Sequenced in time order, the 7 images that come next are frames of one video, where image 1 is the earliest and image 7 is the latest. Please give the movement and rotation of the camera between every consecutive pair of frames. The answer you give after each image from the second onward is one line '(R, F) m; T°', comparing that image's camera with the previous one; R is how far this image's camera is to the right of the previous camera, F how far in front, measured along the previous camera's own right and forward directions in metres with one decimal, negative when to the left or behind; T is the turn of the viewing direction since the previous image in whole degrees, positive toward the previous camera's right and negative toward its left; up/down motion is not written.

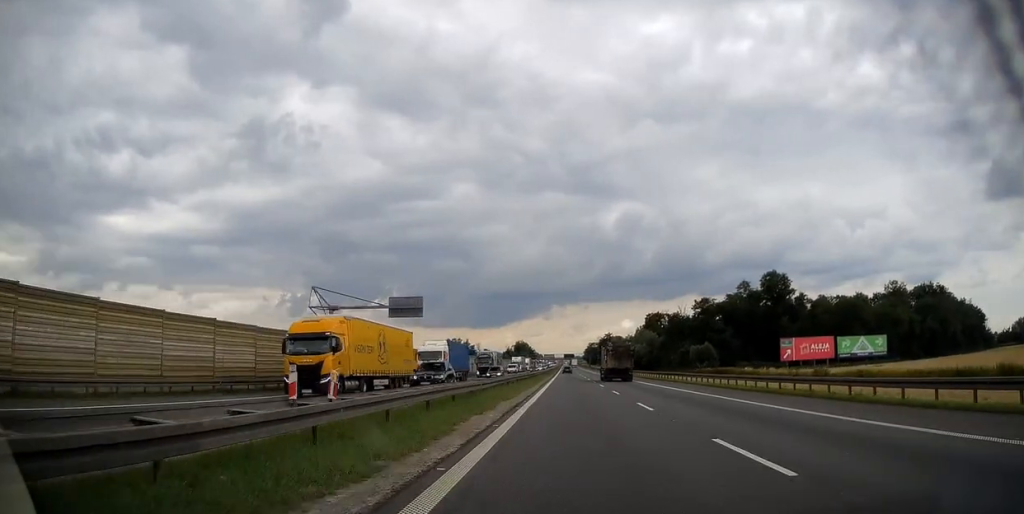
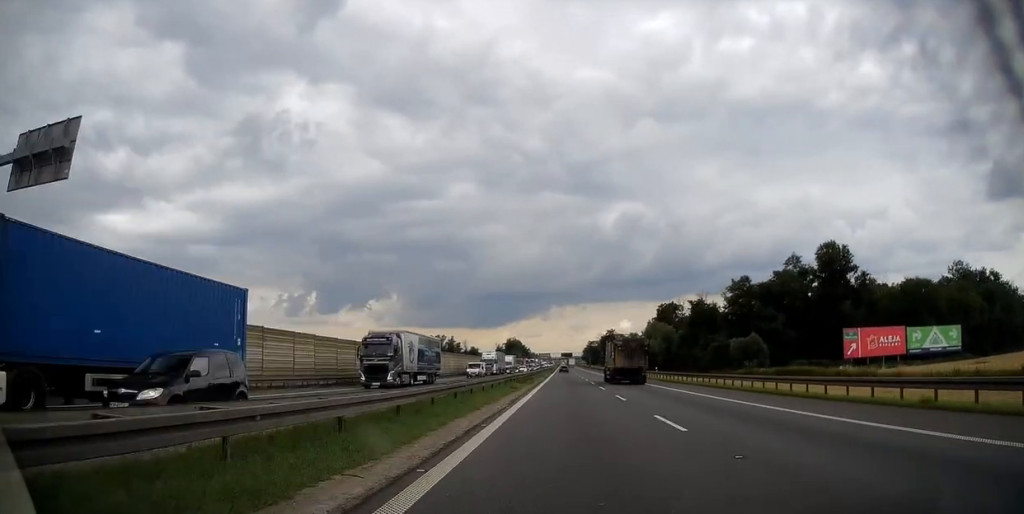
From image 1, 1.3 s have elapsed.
(+0.2, +42.3) m; 0°
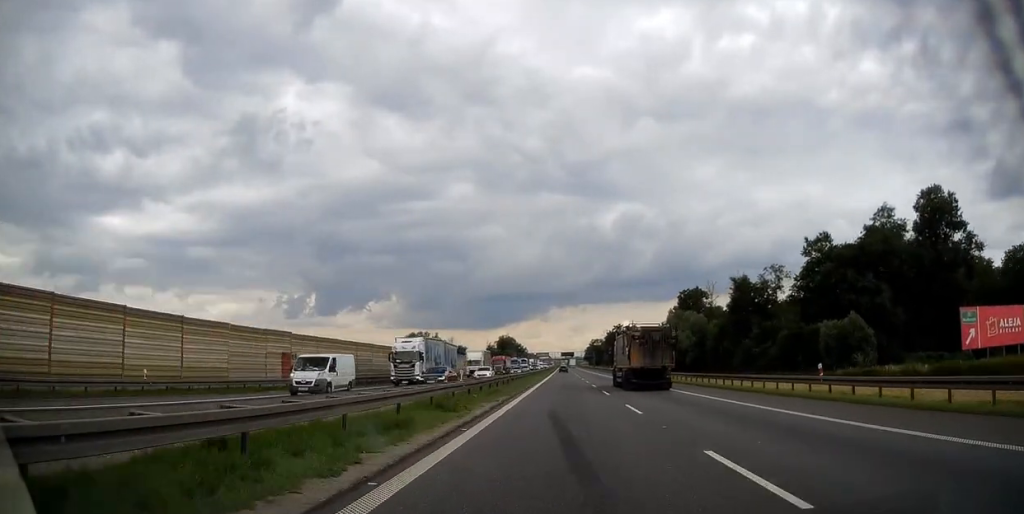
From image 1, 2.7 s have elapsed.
(-0.1, +43.0) m; 0°
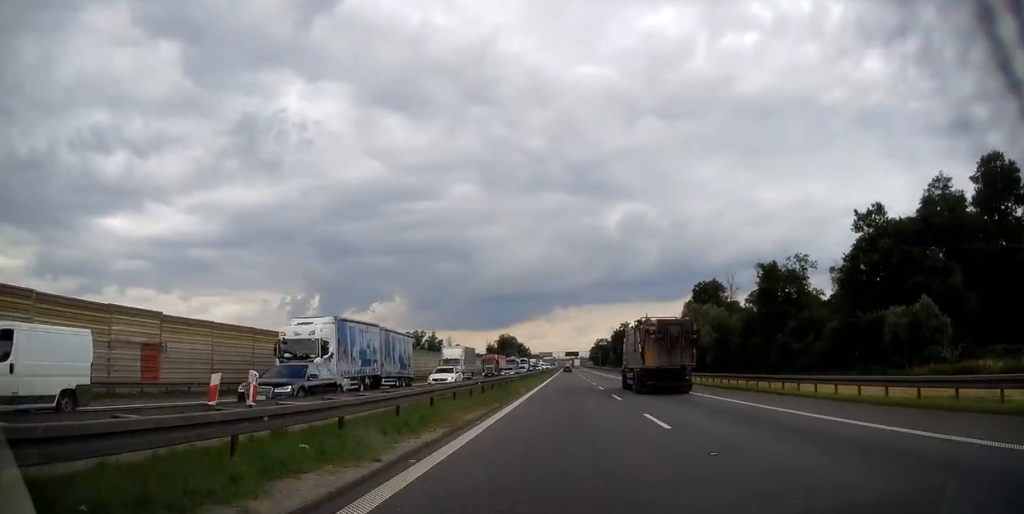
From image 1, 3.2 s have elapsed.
(+0.1, +16.3) m; 0°
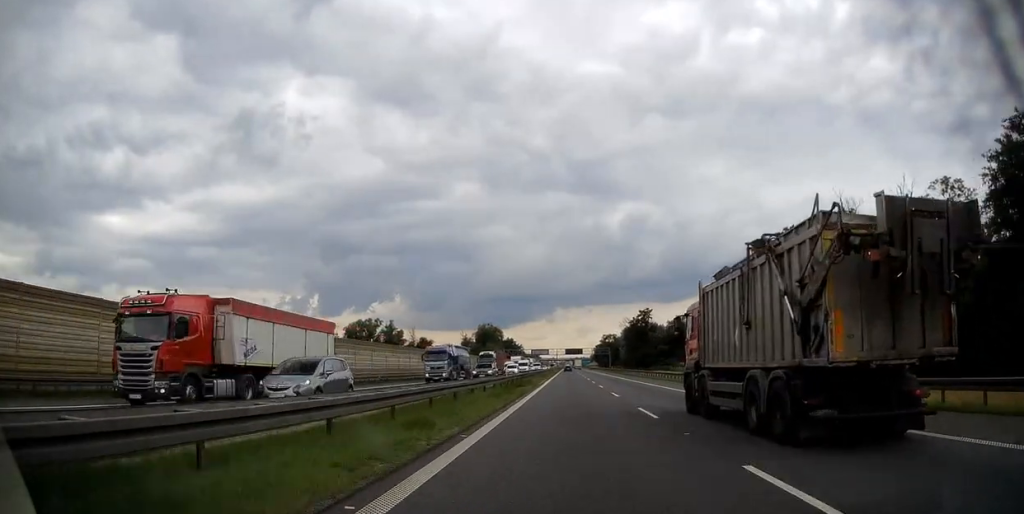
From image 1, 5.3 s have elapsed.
(-0.1, +69.2) m; 0°
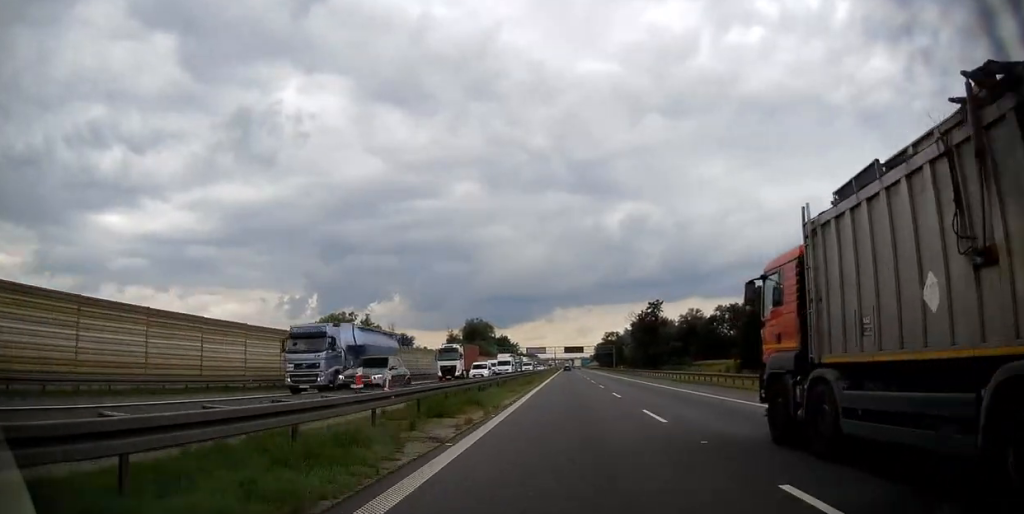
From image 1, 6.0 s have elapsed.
(0.0, +25.5) m; 0°
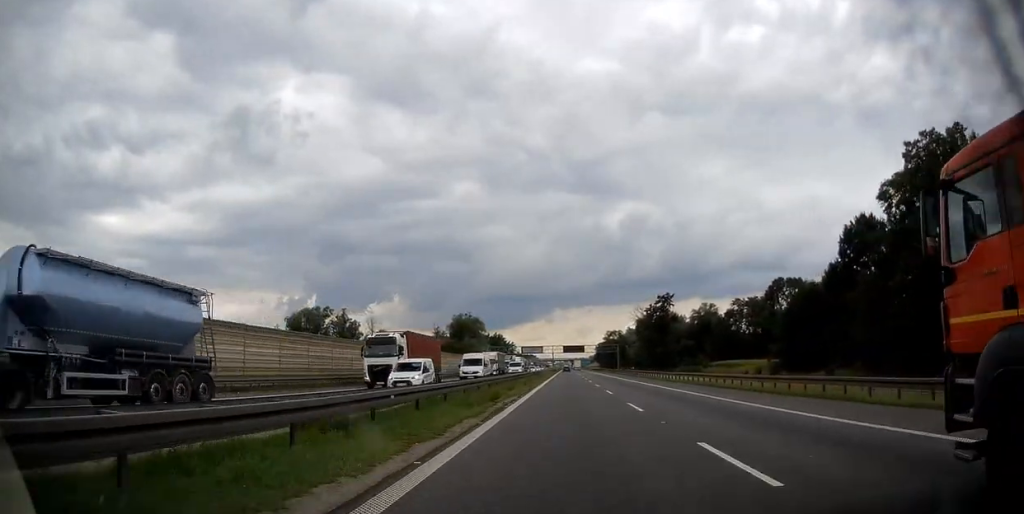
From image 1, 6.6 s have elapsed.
(0.0, +20.0) m; 0°
